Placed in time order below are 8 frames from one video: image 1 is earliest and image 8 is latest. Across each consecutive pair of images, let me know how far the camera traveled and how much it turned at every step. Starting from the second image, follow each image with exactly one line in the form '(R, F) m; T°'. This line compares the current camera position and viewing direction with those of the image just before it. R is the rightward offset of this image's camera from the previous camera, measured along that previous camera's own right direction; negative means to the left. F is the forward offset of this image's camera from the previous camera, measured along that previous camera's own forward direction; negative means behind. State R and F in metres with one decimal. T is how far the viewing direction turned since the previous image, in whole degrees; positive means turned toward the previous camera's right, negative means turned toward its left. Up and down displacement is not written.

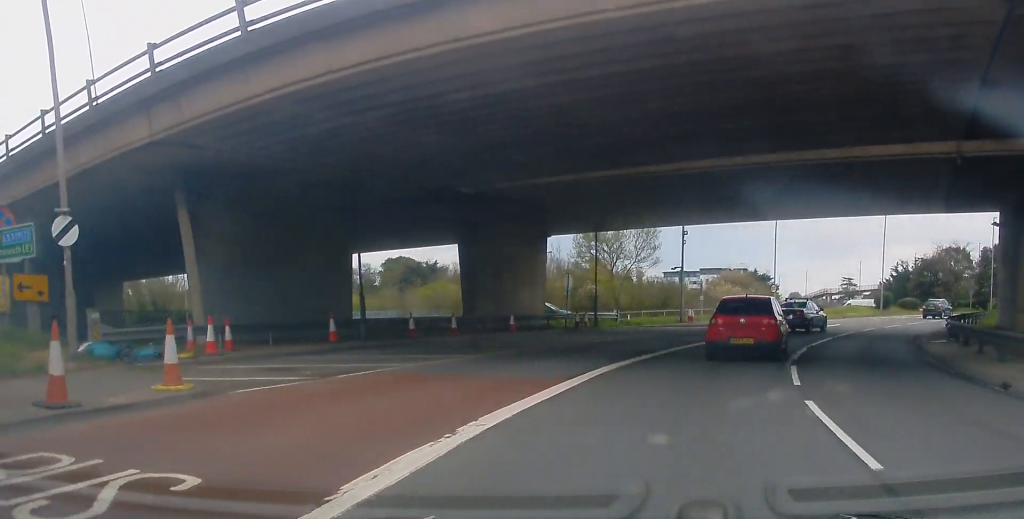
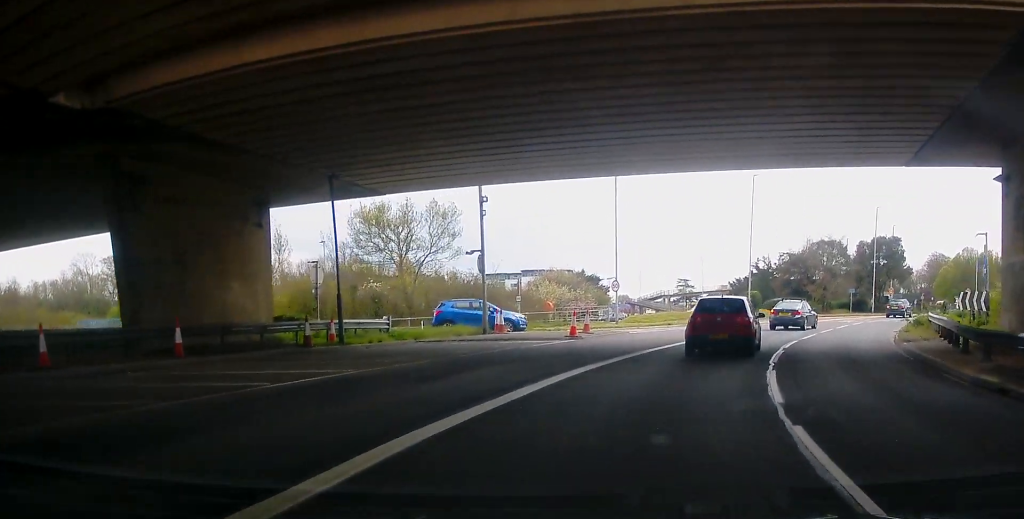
(+1.5, +12.2) m; +11°
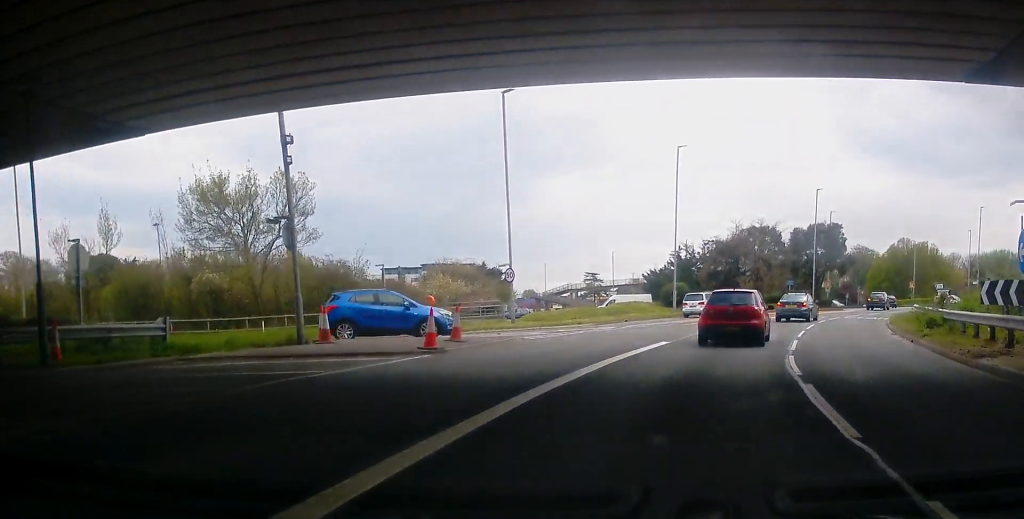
(+0.2, +8.3) m; +2°
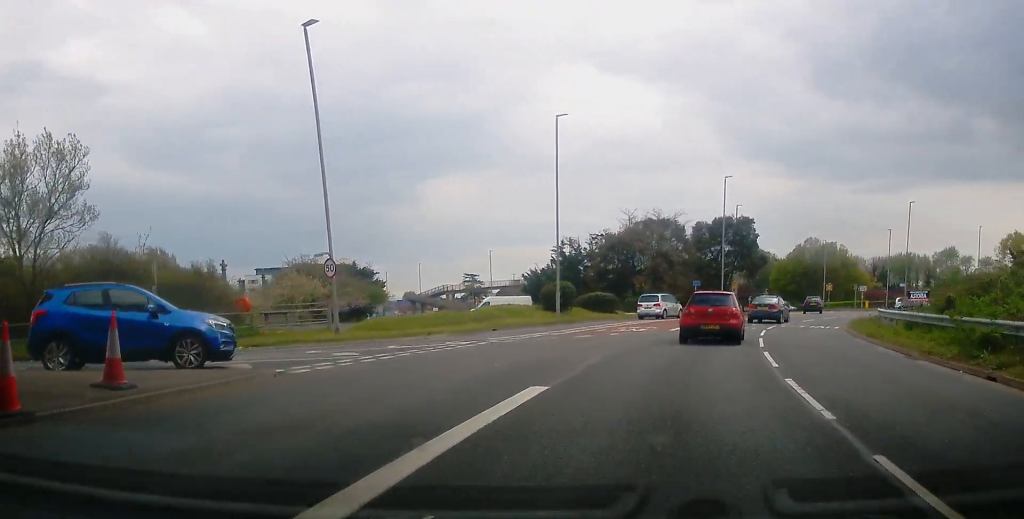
(+0.1, +9.5) m; +5°
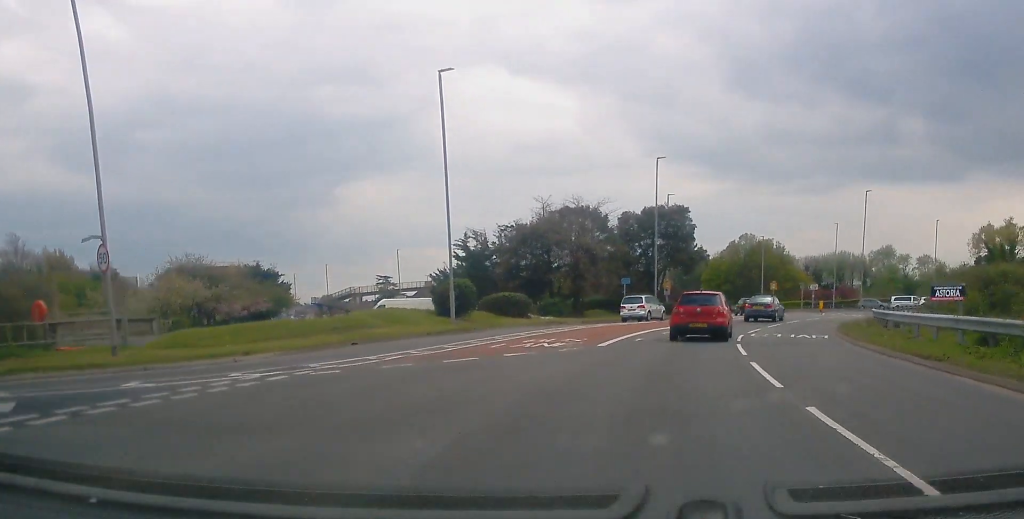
(+0.5, +8.5) m; +10°
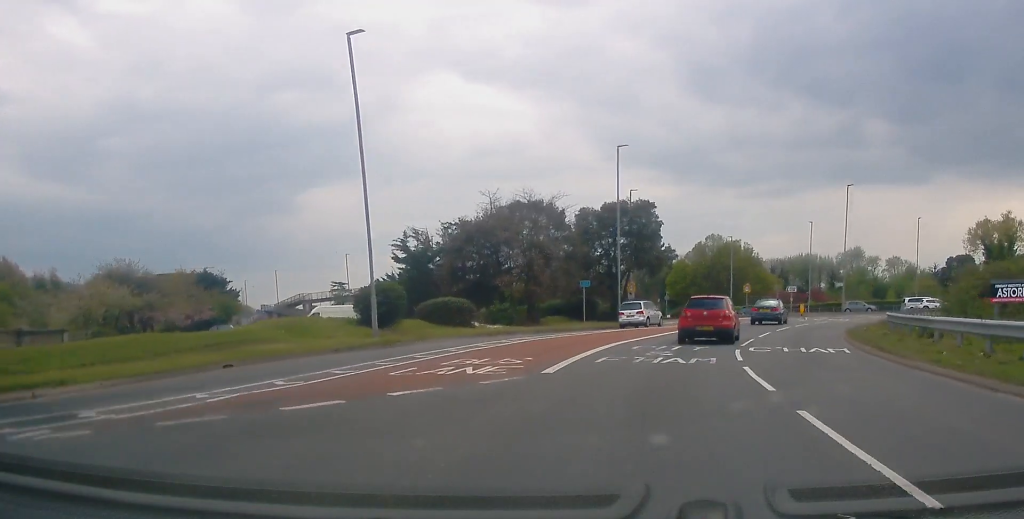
(+0.6, +5.4) m; +8°
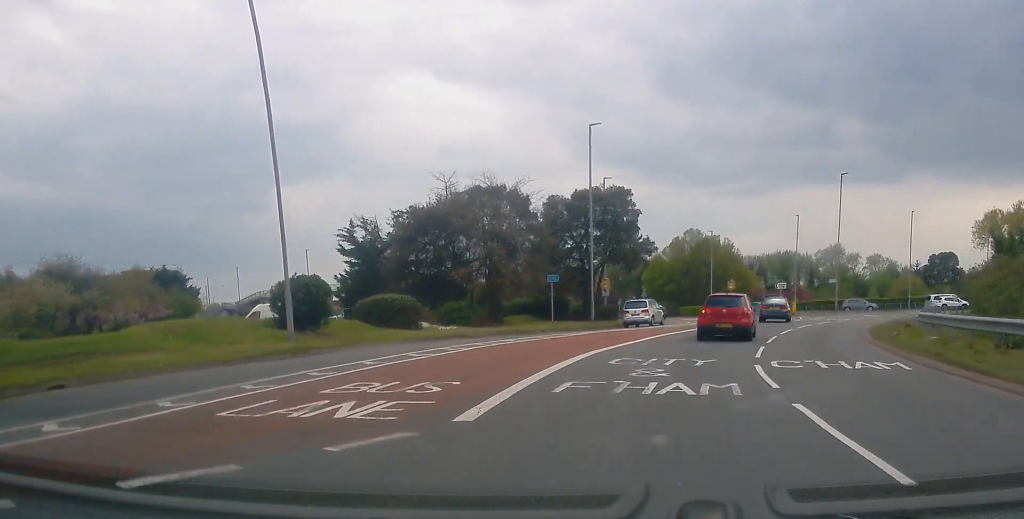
(+0.2, +5.2) m; +6°
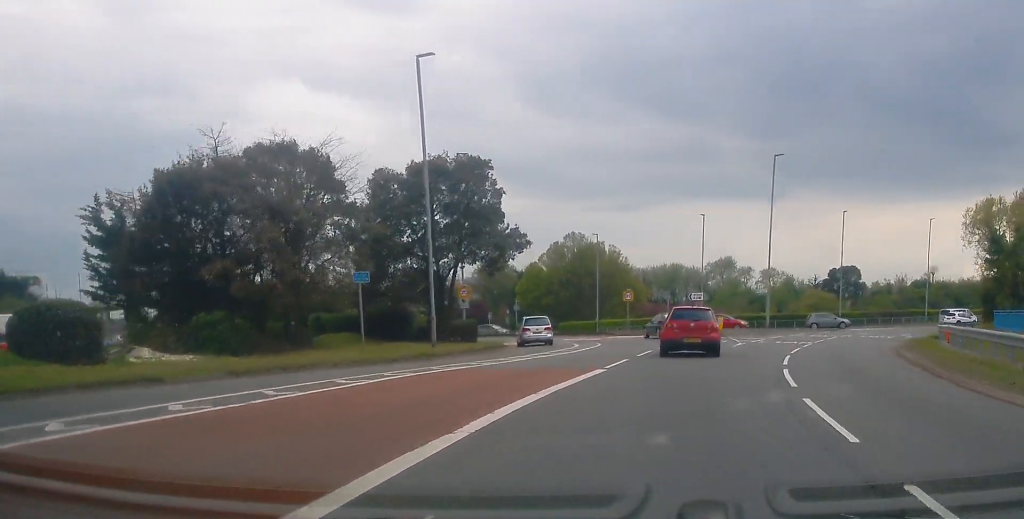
(+1.5, +15.8) m; +7°
